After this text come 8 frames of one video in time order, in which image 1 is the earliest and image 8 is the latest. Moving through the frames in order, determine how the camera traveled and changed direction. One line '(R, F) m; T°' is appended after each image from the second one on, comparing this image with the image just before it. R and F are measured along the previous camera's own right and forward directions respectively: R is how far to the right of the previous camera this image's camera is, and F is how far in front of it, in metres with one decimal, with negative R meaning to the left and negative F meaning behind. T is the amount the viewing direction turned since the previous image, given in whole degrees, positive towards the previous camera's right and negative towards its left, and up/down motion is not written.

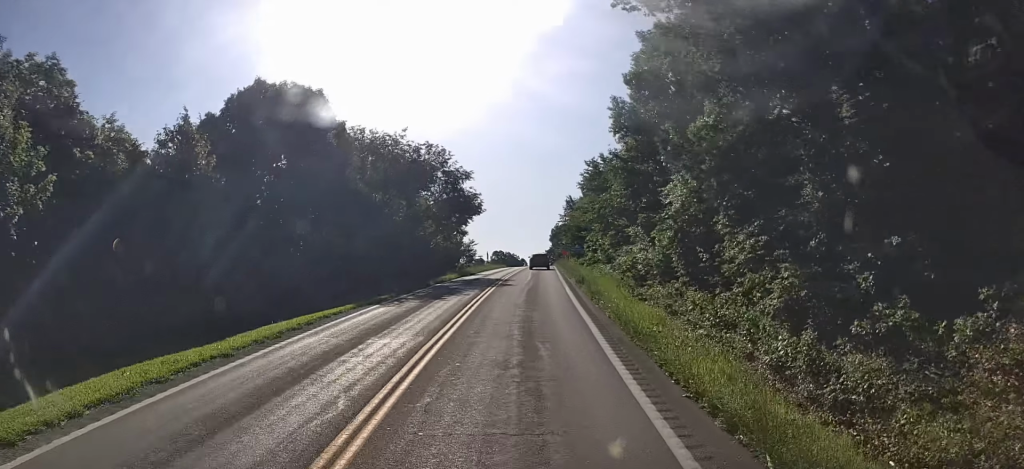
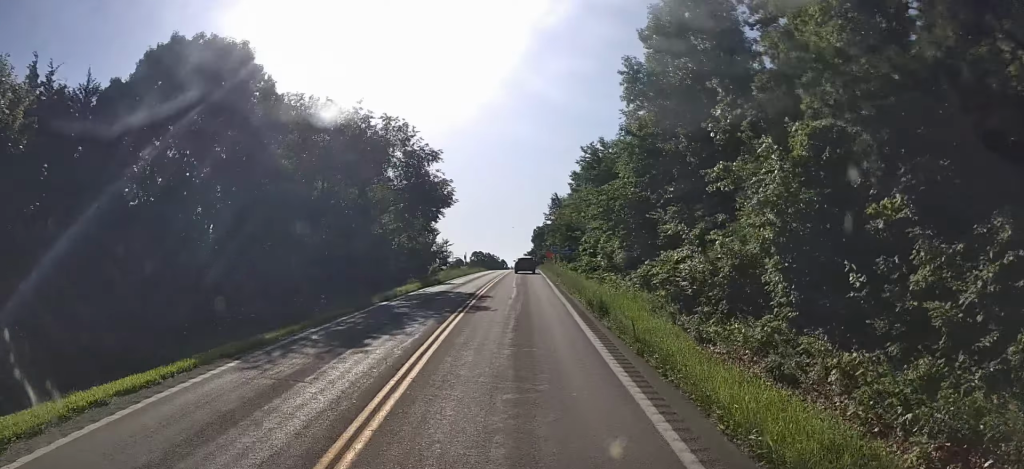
(+0.2, +9.4) m; +1°
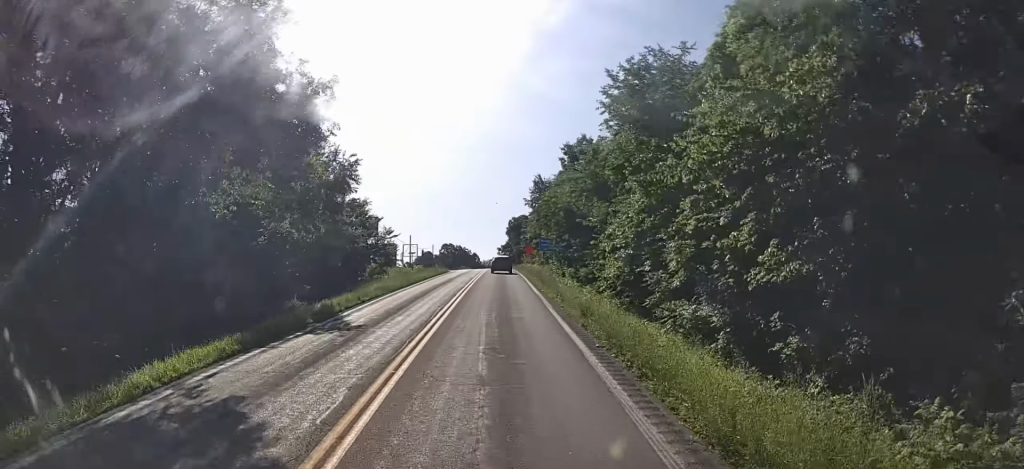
(+0.1, +19.5) m; 0°
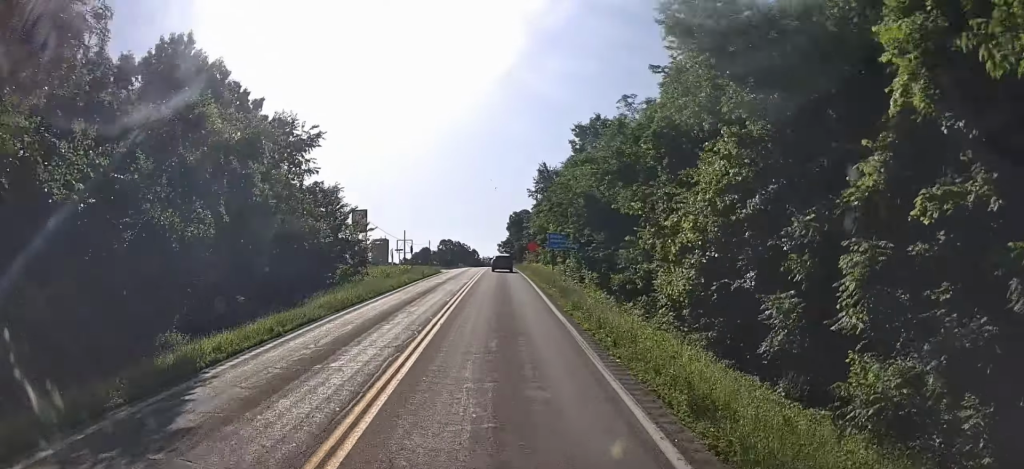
(0.0, +8.9) m; 0°
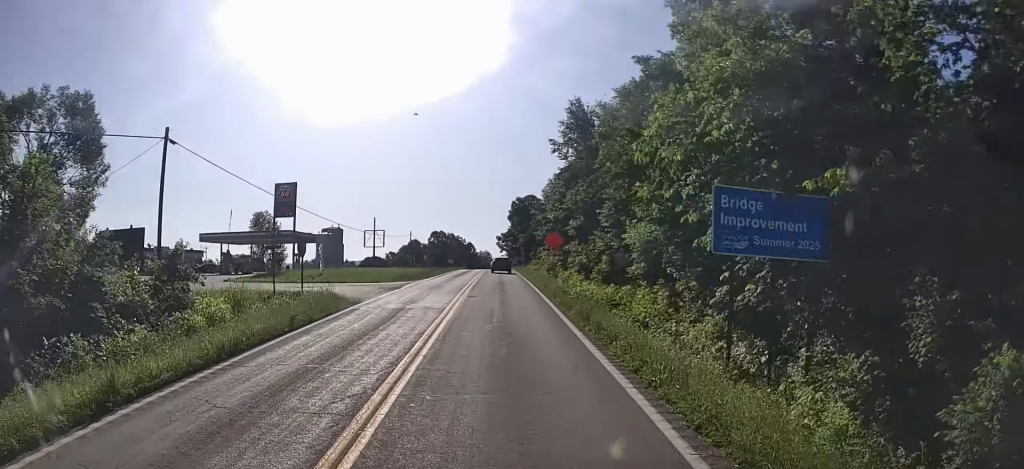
(0.0, +33.2) m; 0°
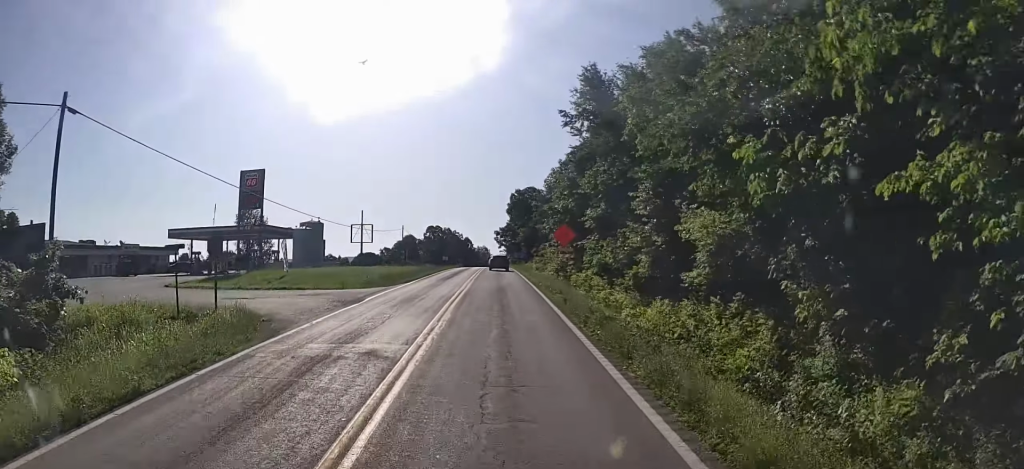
(0.0, +8.5) m; 0°
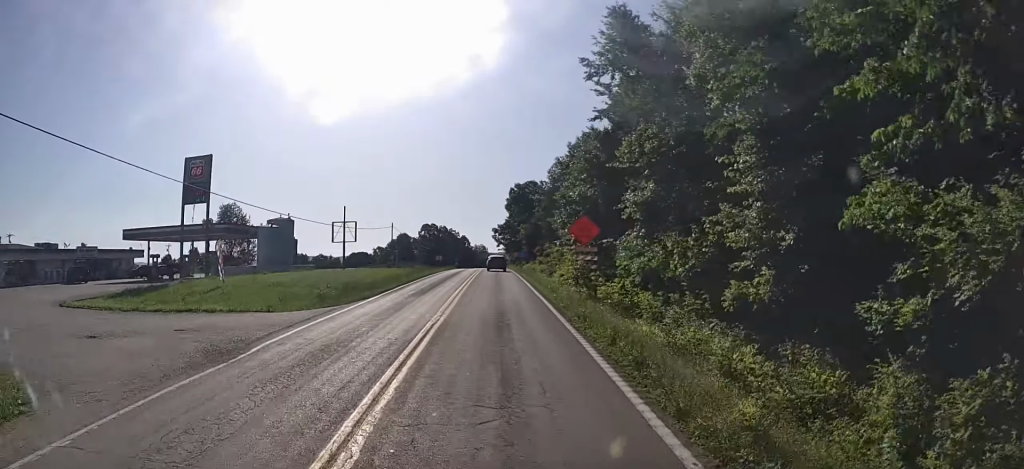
(0.0, +10.4) m; 0°
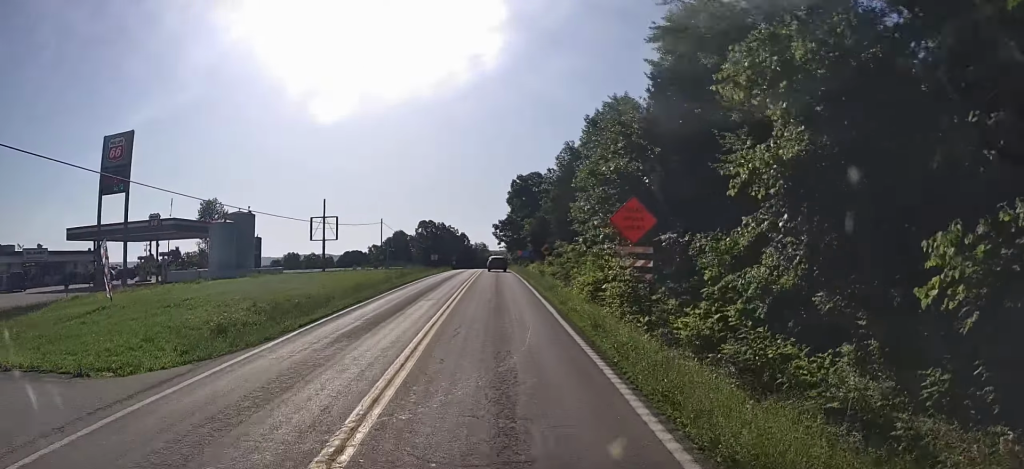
(0.0, +11.0) m; 0°
